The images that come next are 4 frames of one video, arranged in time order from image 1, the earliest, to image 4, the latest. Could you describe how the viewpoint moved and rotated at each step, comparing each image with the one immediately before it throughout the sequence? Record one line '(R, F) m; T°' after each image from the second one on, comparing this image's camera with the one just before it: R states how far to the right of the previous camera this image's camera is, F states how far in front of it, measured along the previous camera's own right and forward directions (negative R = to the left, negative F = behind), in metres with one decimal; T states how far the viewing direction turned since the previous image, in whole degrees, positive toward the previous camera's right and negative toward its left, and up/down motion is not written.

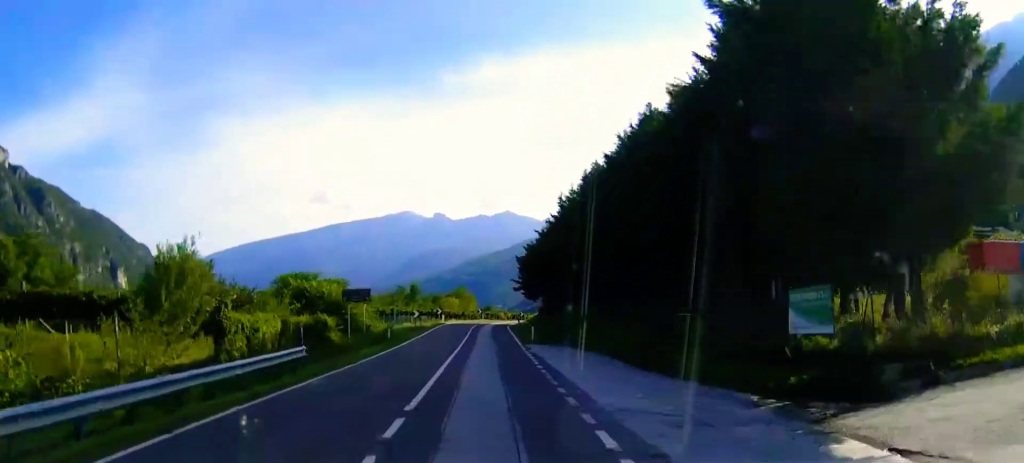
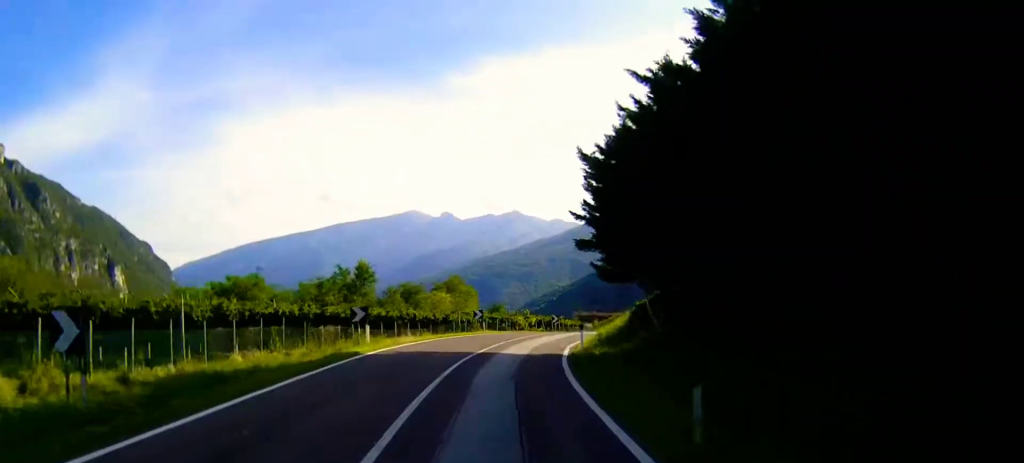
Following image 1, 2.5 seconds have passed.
(0.0, +53.6) m; +1°
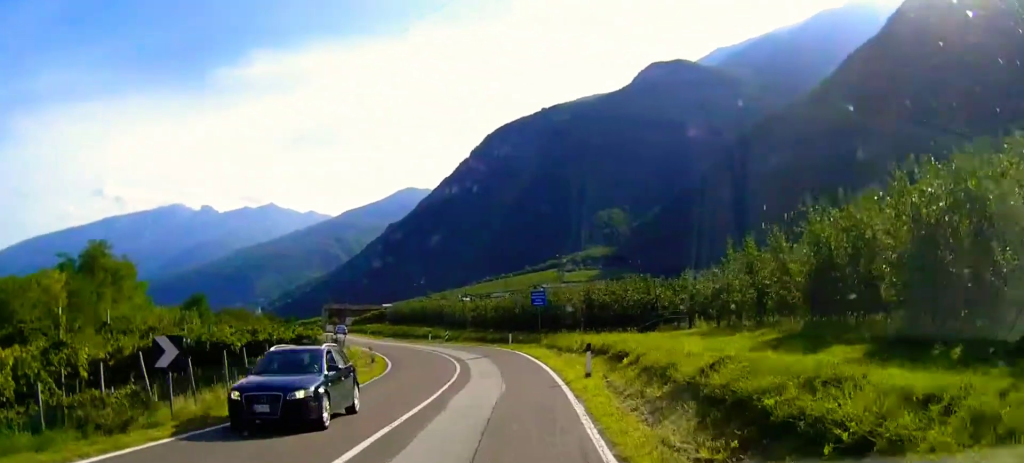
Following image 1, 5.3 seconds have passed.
(+5.8, +53.9) m; +14°
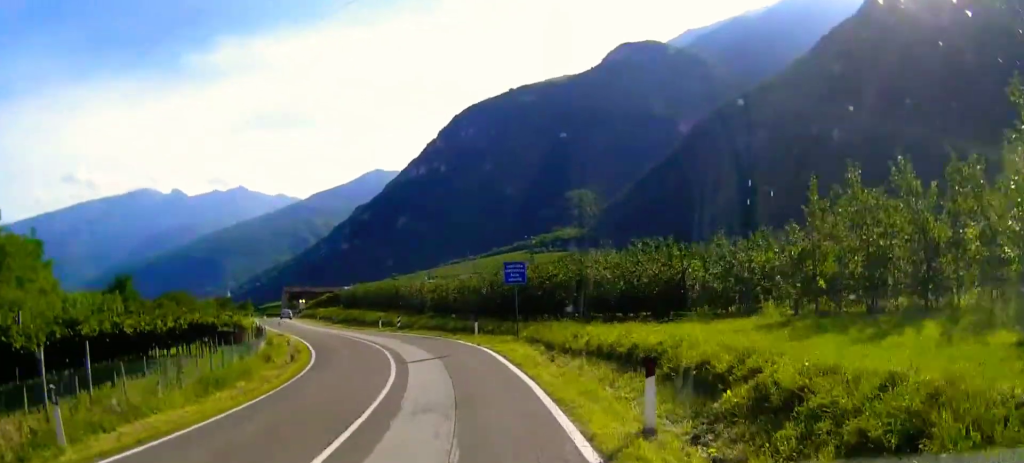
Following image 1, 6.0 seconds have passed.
(+1.0, +12.2) m; +2°
